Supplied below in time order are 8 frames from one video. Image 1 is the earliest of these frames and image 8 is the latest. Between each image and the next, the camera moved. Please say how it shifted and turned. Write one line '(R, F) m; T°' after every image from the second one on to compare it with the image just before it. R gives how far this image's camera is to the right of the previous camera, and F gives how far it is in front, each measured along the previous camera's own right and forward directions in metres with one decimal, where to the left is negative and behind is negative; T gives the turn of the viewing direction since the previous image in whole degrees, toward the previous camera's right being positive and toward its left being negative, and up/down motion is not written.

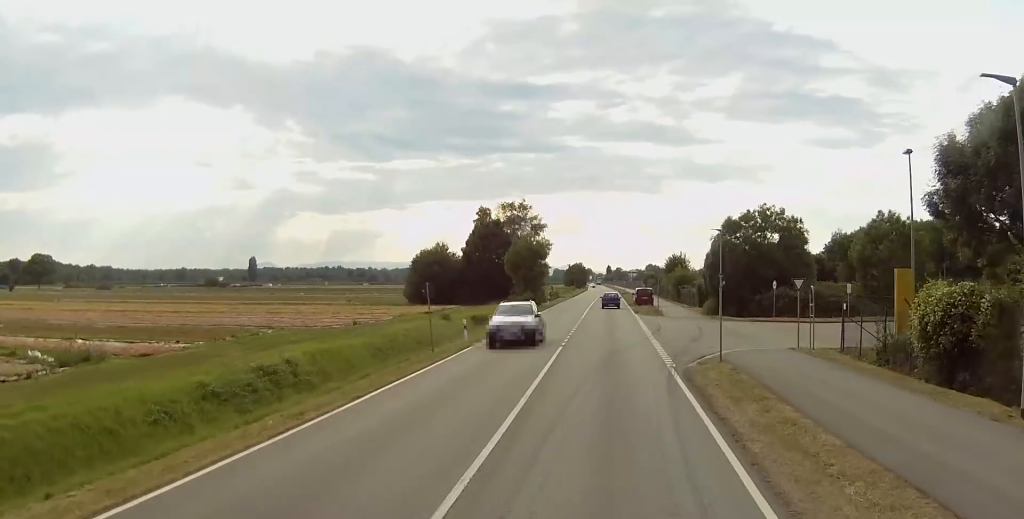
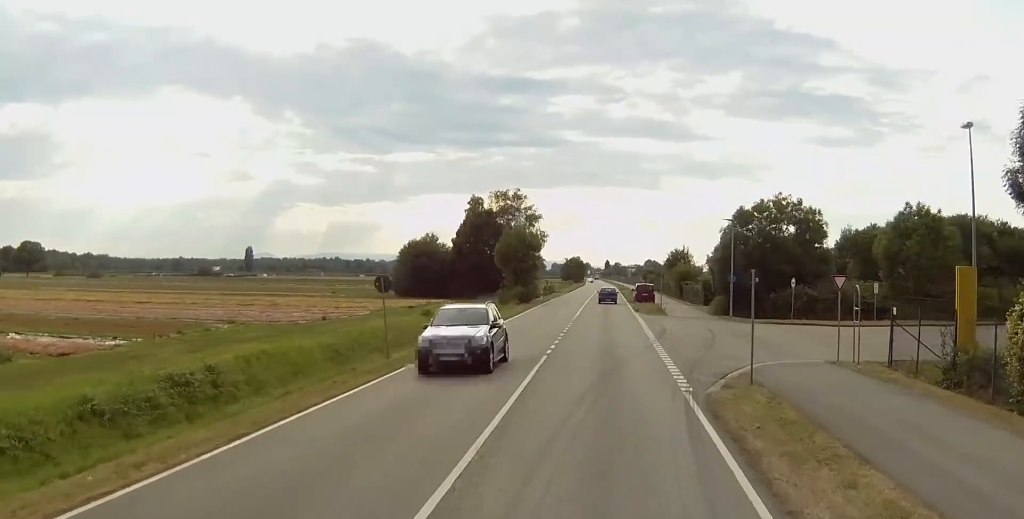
(0.0, +6.7) m; 0°
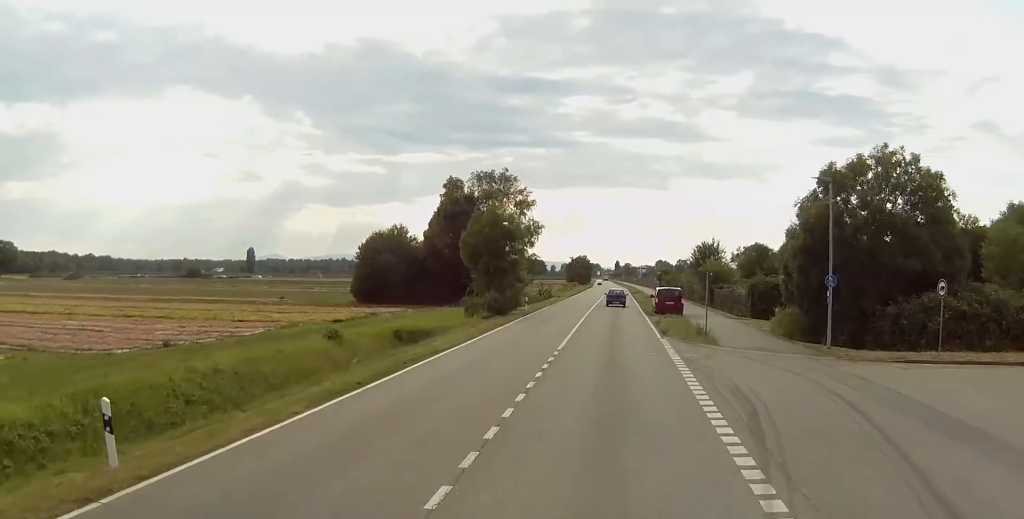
(-0.1, +23.5) m; -1°
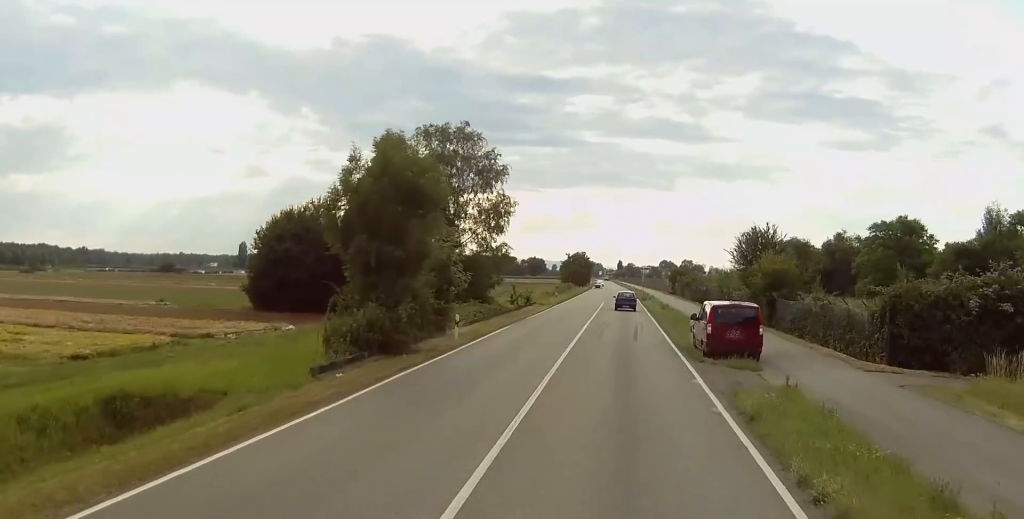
(-0.1, +29.9) m; +1°
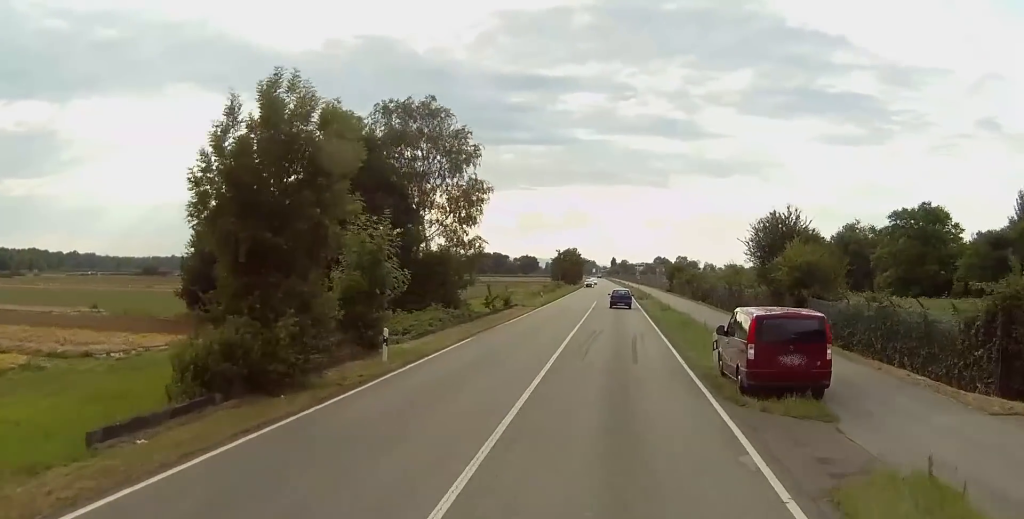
(0.0, +9.9) m; +1°
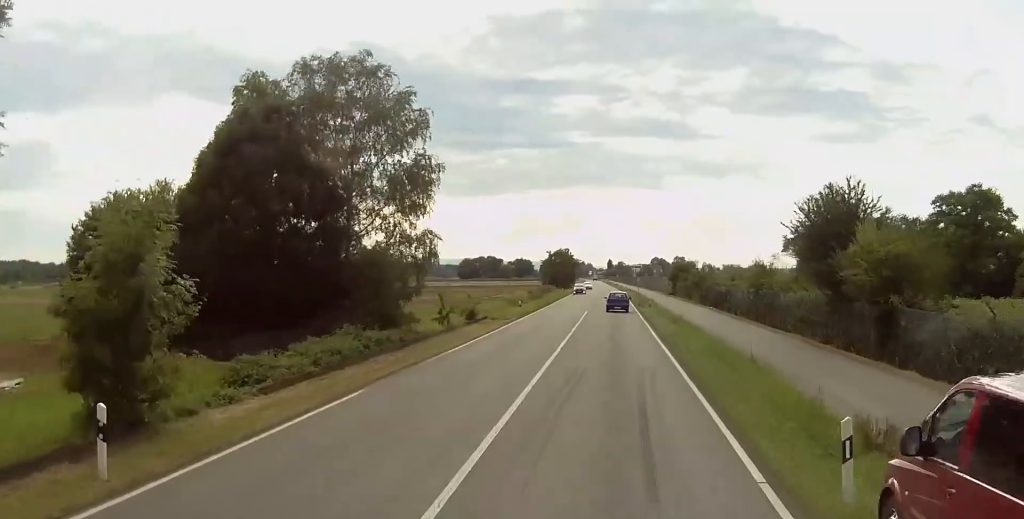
(+0.5, +14.3) m; +1°
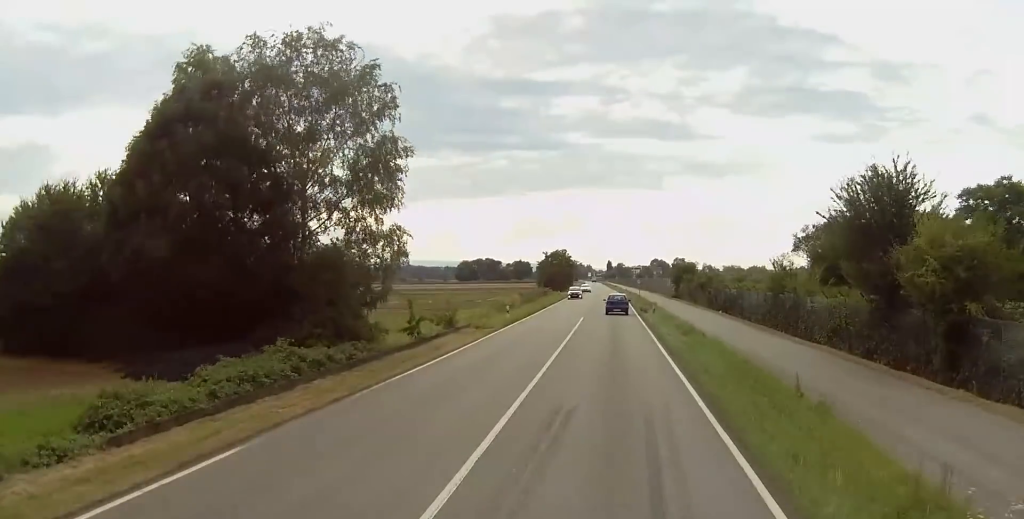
(-0.2, +6.3) m; 0°
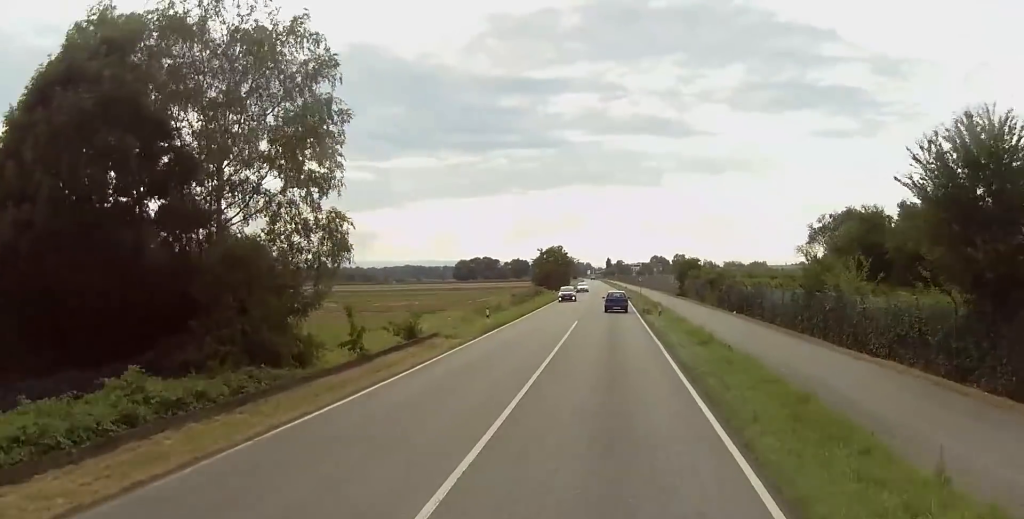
(-0.2, +8.3) m; +1°
